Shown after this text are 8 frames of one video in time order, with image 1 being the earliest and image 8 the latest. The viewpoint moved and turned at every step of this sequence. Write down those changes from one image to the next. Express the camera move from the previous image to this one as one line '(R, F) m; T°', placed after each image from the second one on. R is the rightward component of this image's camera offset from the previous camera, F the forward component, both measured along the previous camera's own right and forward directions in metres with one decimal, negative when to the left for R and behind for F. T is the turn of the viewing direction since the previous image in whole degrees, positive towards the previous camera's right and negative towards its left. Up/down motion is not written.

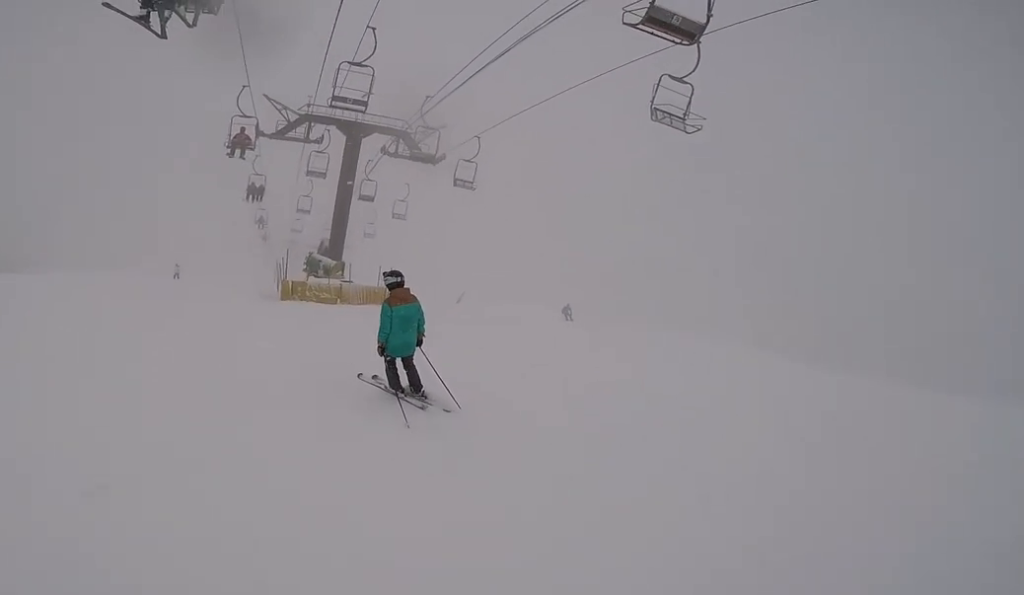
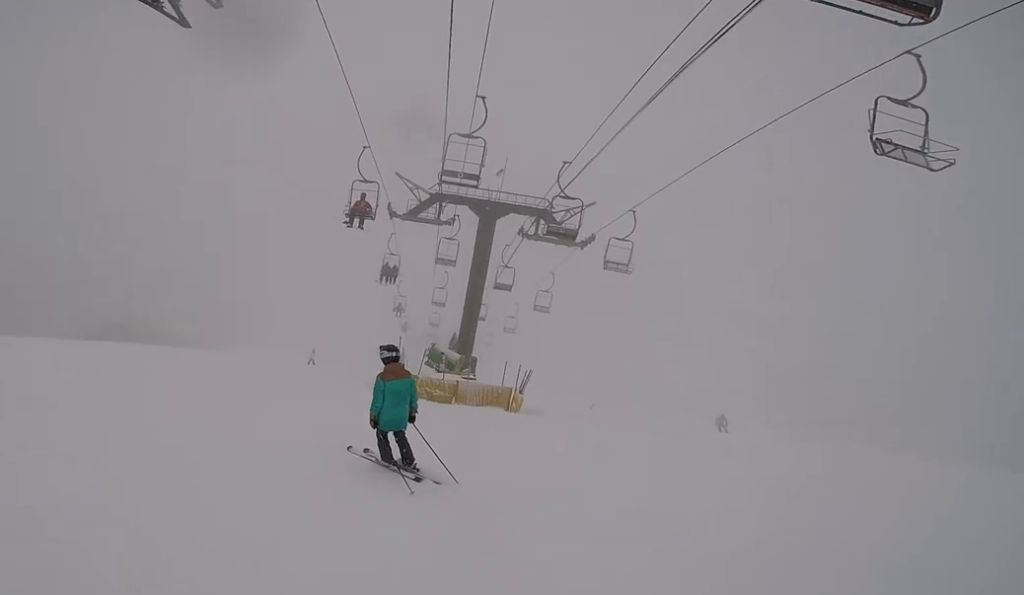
(-0.3, +2.3) m; -14°
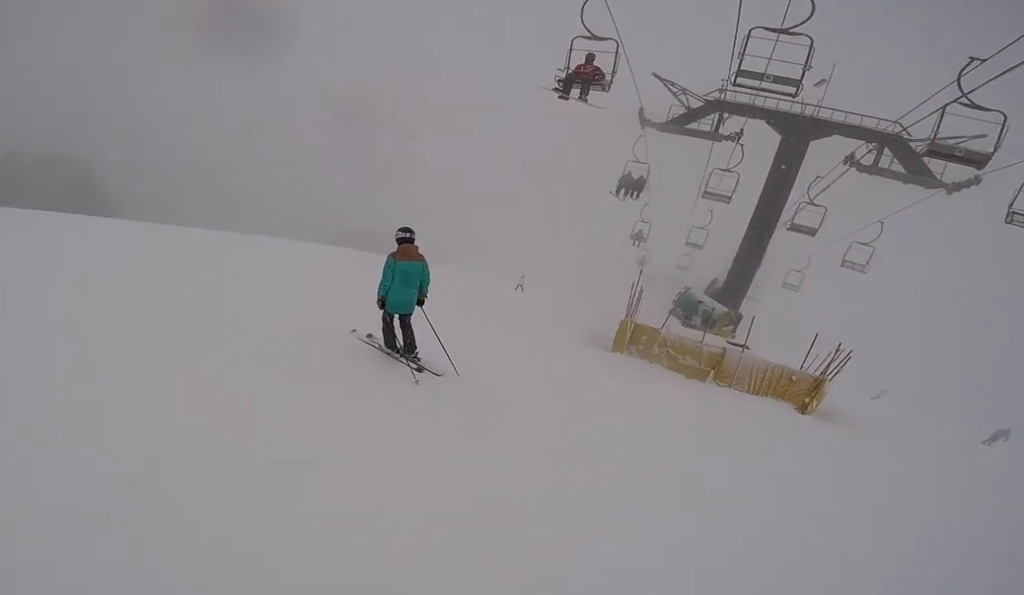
(-0.6, +3.3) m; -30°
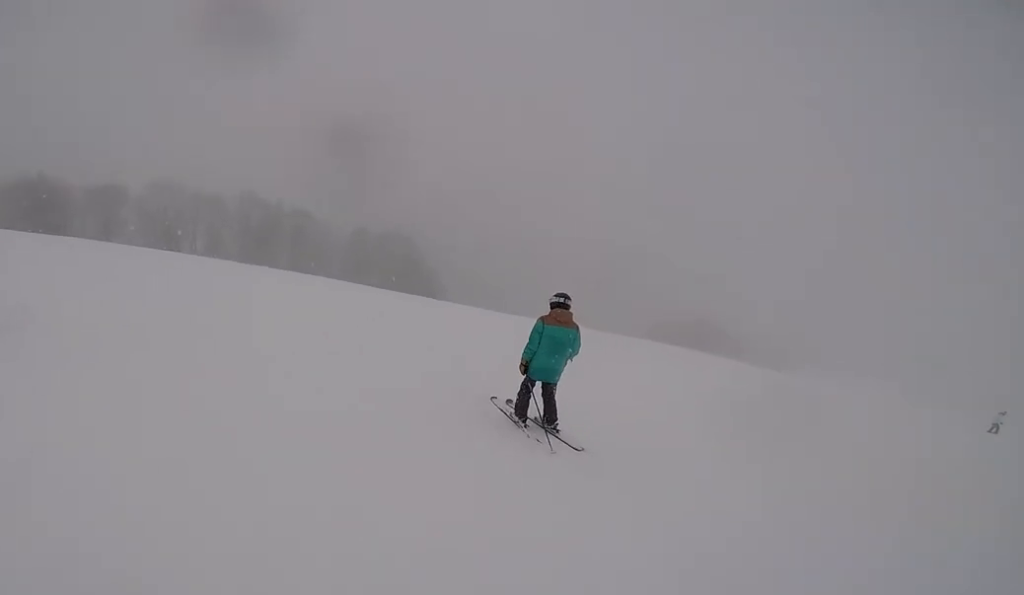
(-1.8, +3.8) m; -38°
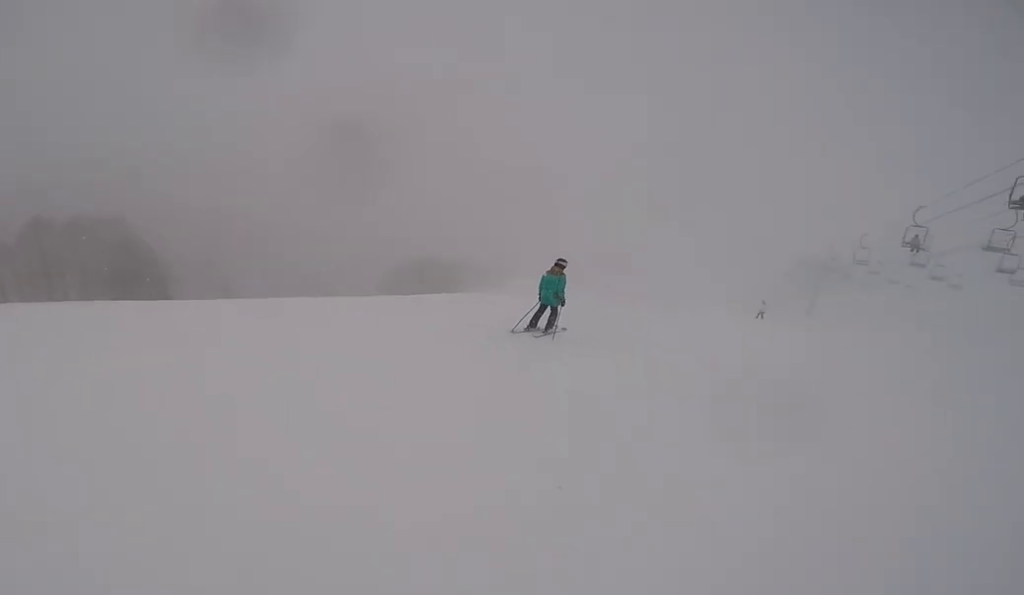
(-1.1, +9.7) m; +17°
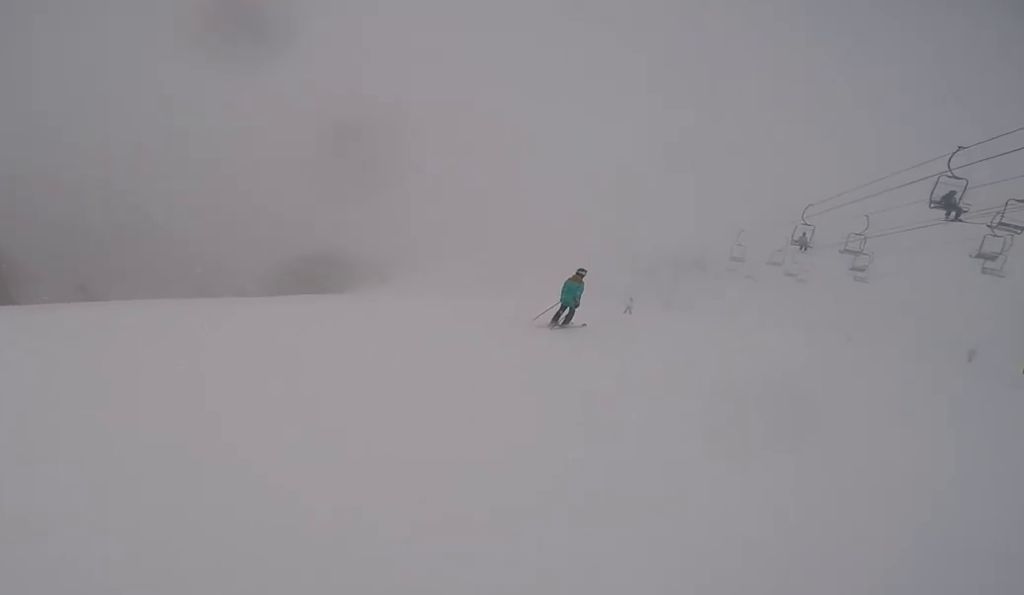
(+1.1, +3.3) m; +27°
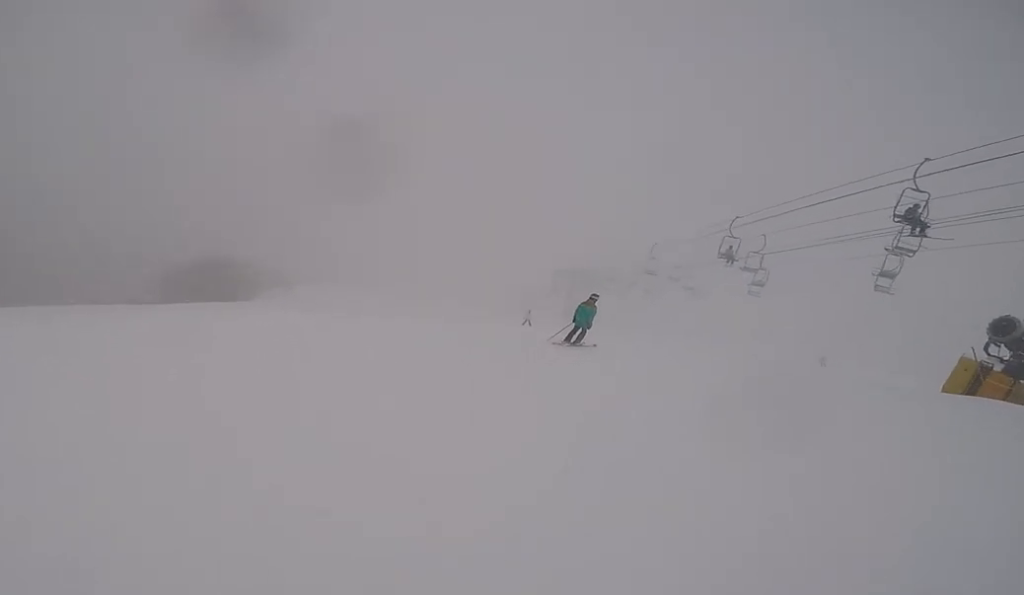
(+0.5, +3.1) m; +21°
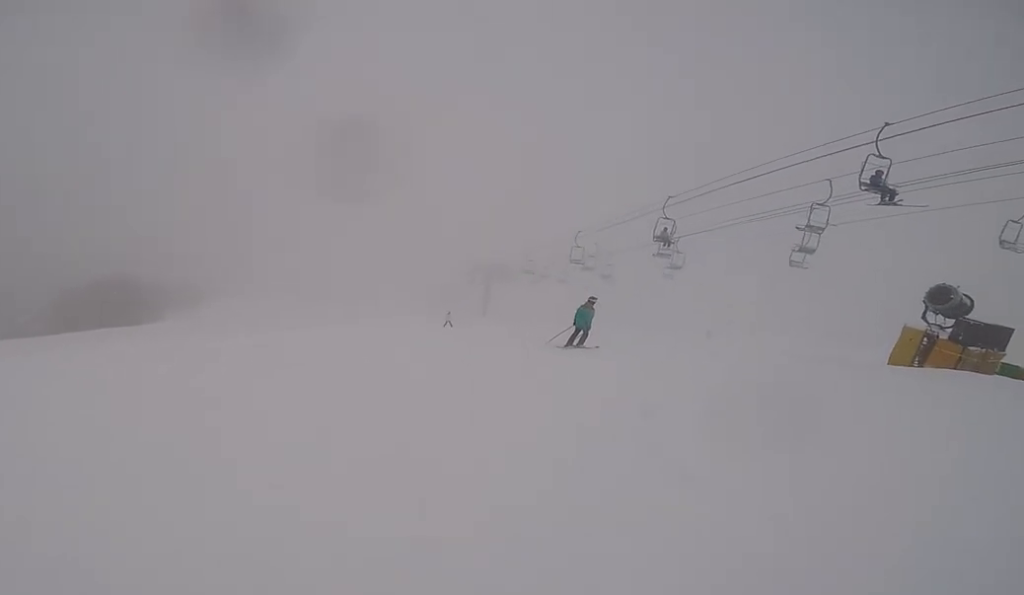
(+0.3, +2.2) m; +14°
